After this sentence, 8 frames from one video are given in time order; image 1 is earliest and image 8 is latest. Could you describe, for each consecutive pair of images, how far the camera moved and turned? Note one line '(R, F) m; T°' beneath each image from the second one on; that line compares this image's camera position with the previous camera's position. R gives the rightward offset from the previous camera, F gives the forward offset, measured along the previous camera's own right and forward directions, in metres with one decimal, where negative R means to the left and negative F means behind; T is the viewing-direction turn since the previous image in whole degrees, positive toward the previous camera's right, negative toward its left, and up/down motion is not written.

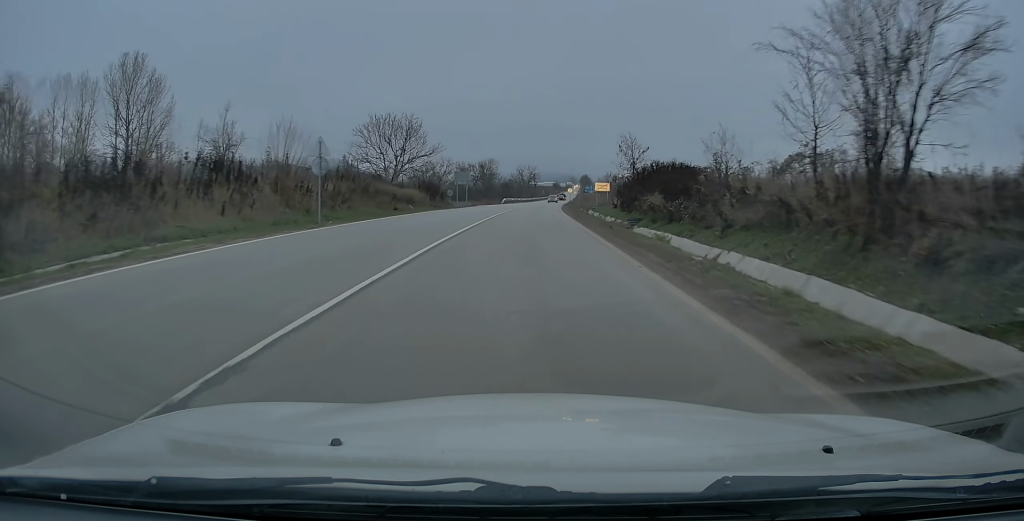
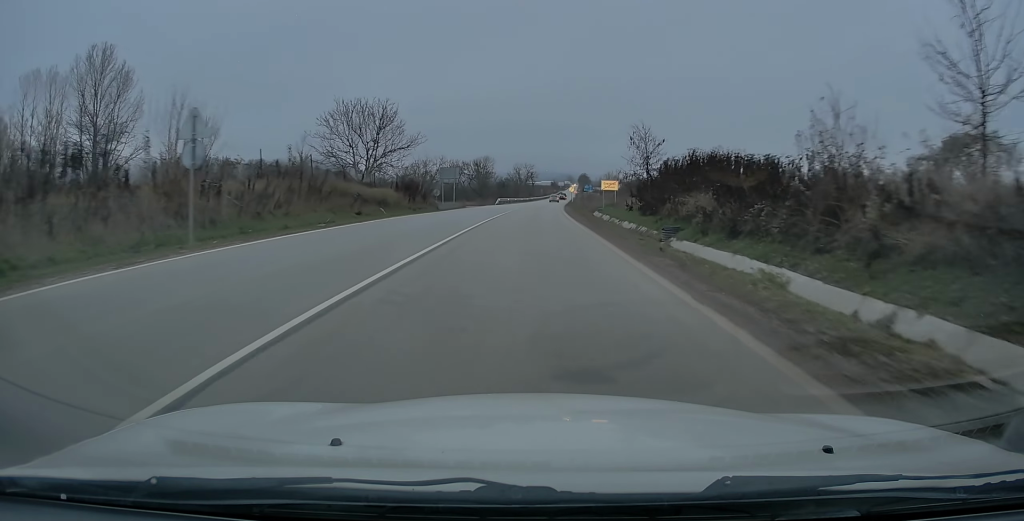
(0.0, +9.5) m; 0°
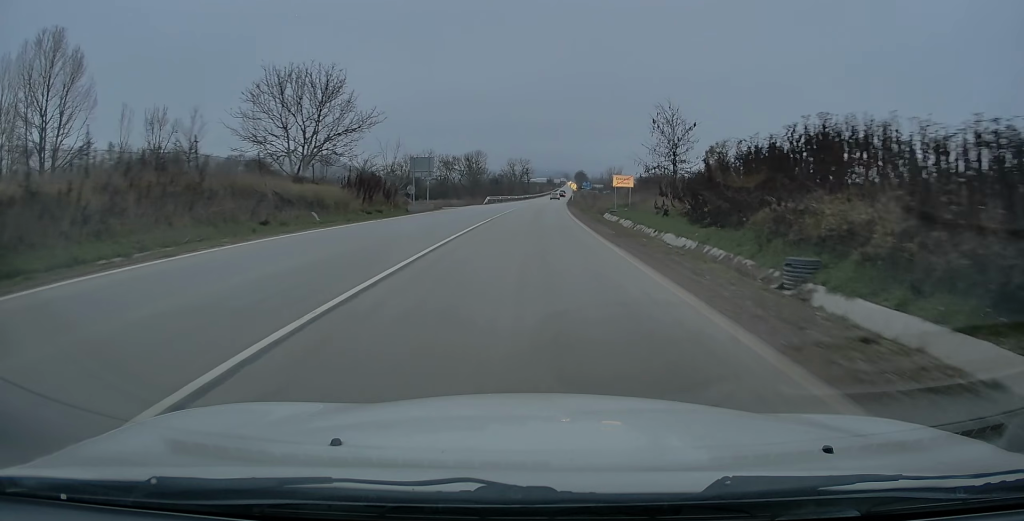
(+0.1, +13.0) m; +1°
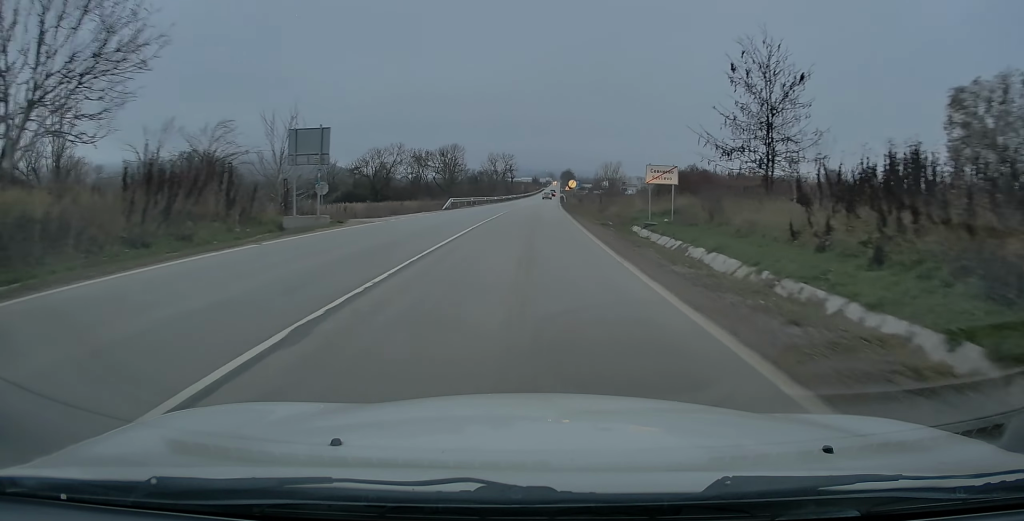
(+0.2, +21.8) m; +1°
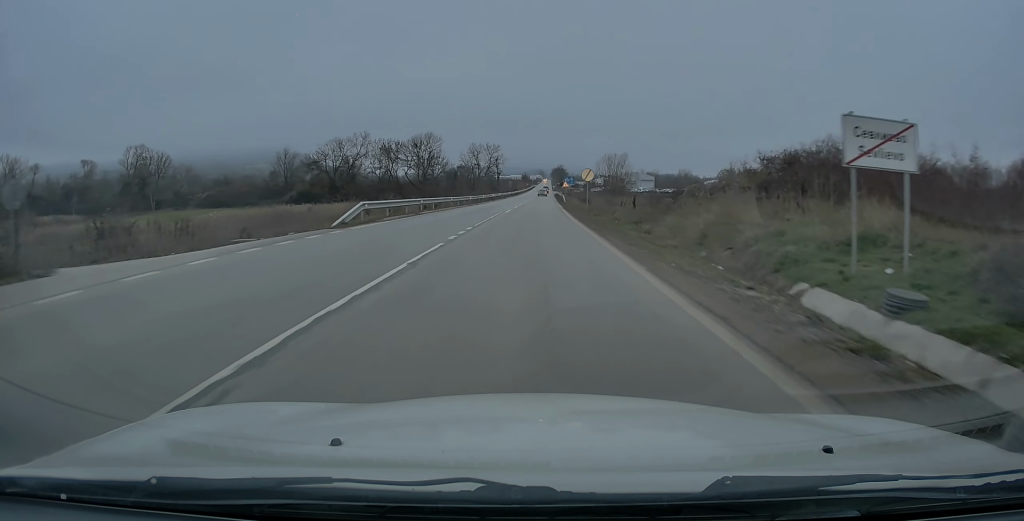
(+0.3, +23.4) m; +1°
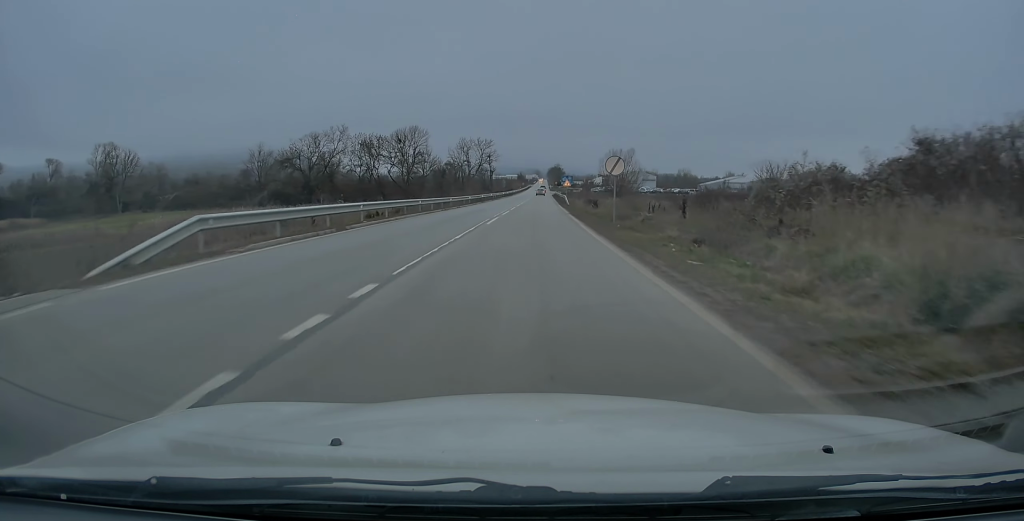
(+0.1, +12.5) m; 0°
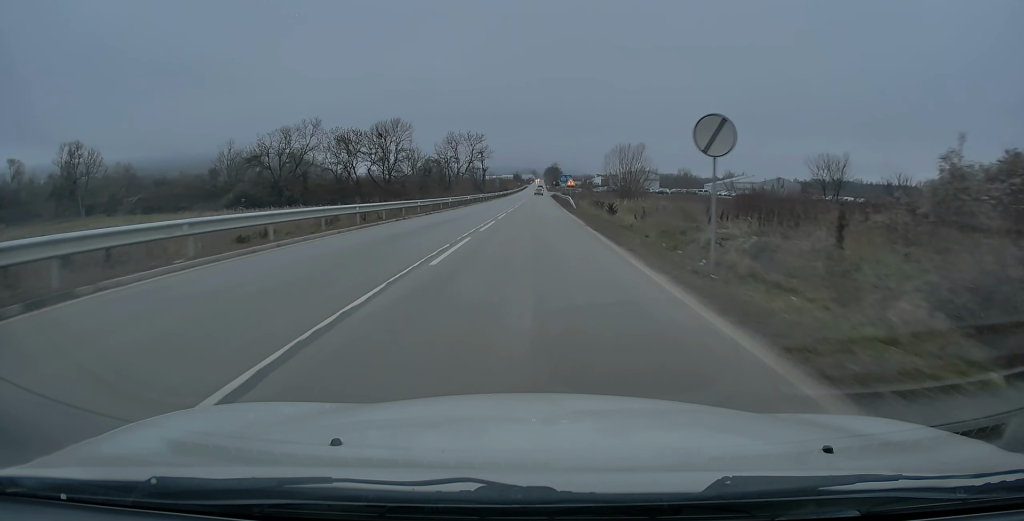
(0.0, +12.7) m; 0°
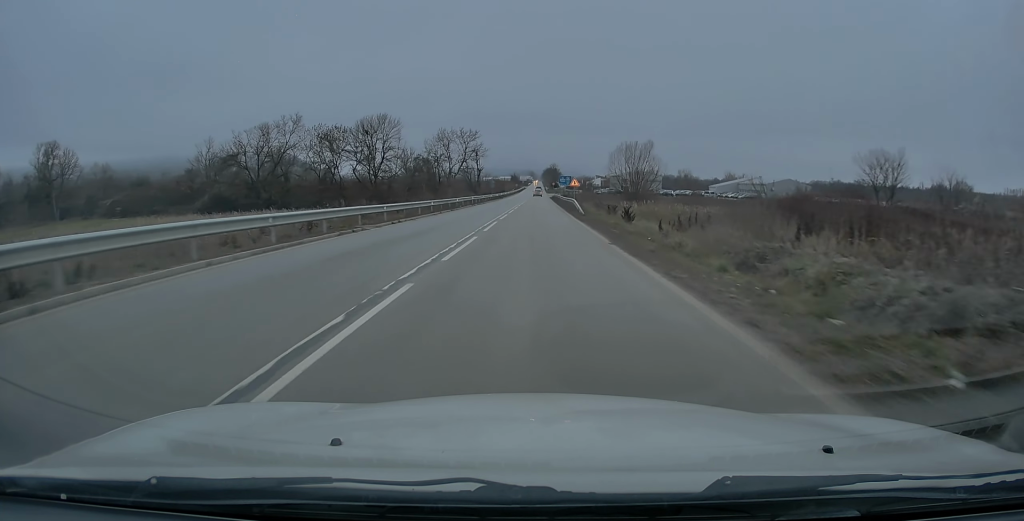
(0.0, +7.9) m; 0°
